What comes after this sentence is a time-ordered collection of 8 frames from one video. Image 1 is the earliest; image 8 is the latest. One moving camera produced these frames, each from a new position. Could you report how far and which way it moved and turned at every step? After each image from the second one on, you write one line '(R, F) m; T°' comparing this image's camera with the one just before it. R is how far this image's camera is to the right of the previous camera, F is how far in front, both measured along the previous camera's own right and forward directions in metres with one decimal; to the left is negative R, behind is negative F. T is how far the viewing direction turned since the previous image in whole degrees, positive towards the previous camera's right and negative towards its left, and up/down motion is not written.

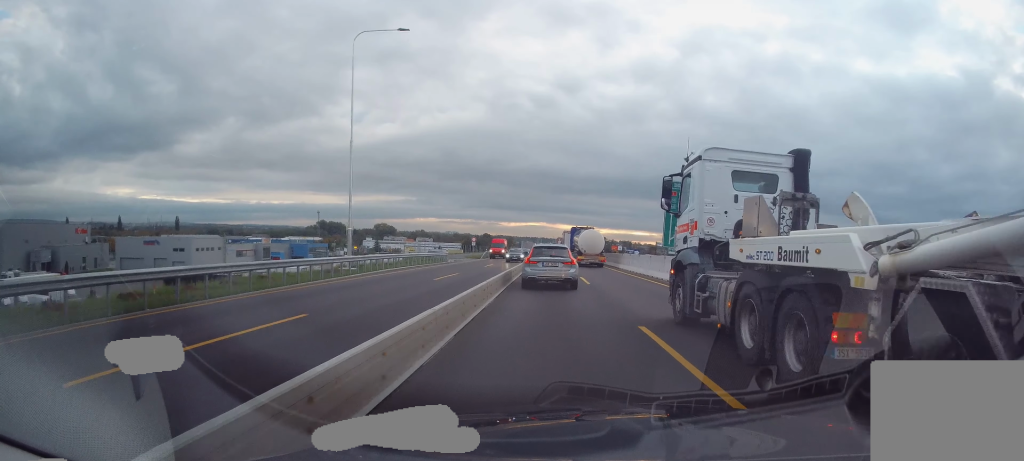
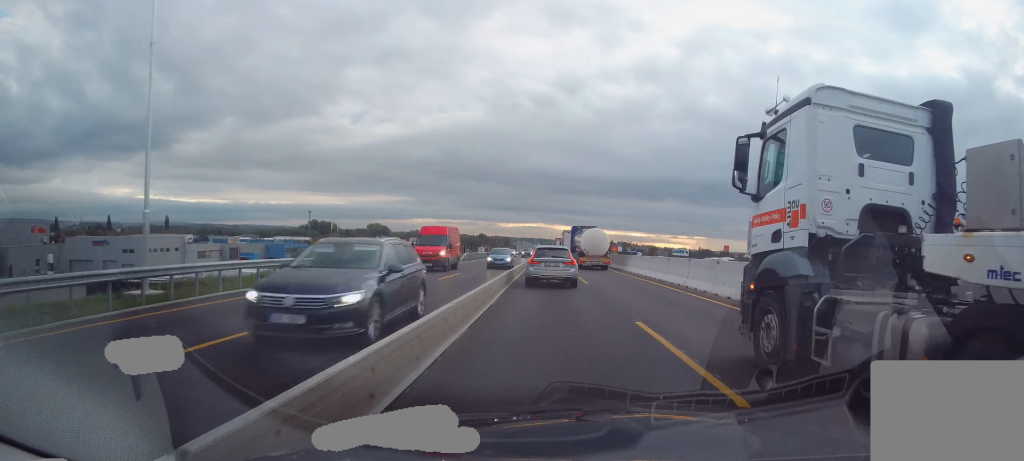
(+0.7, +17.0) m; +2°
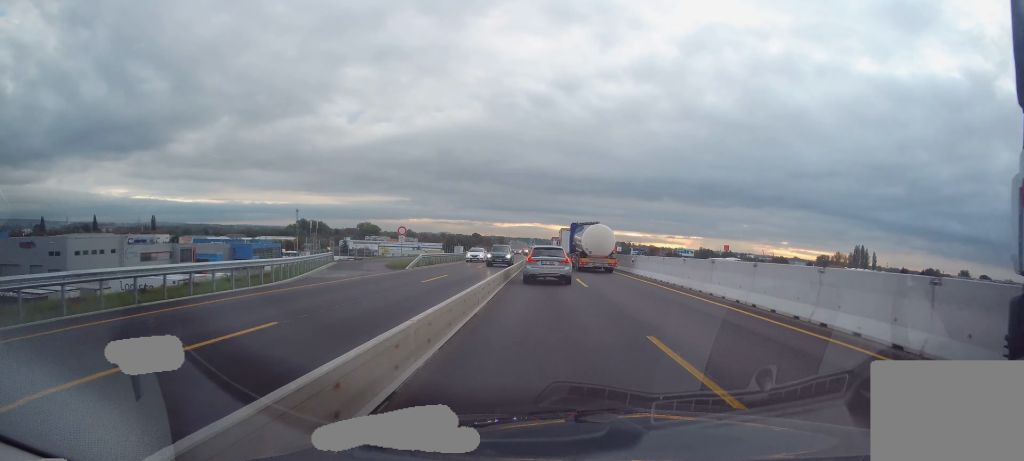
(-0.6, +20.0) m; -1°
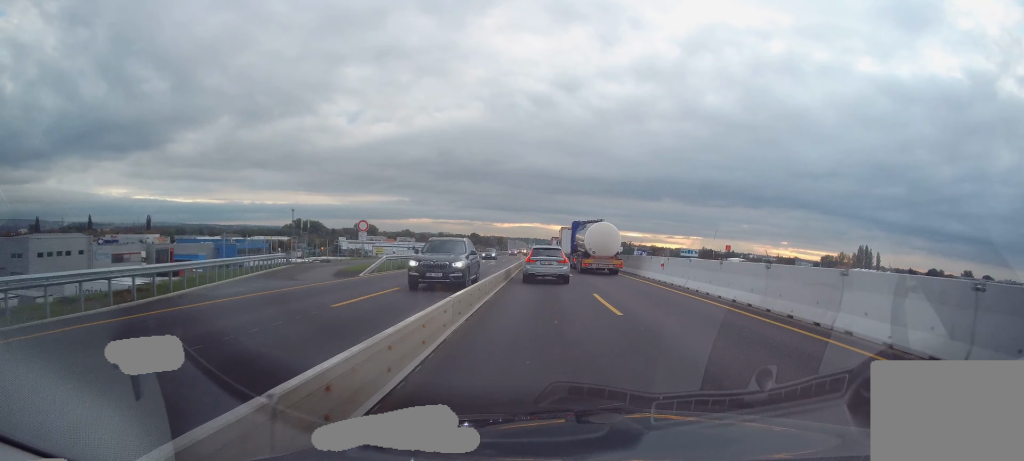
(+0.1, +9.1) m; +1°
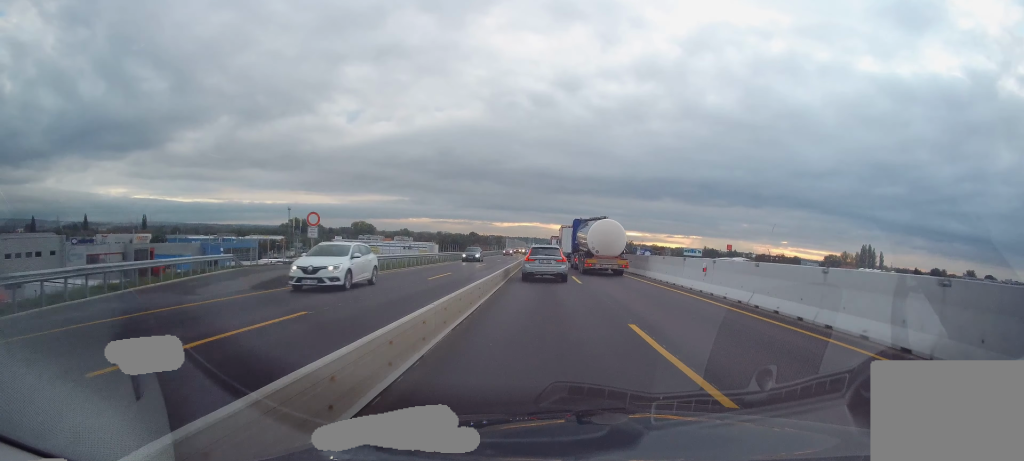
(+0.1, +6.9) m; +1°
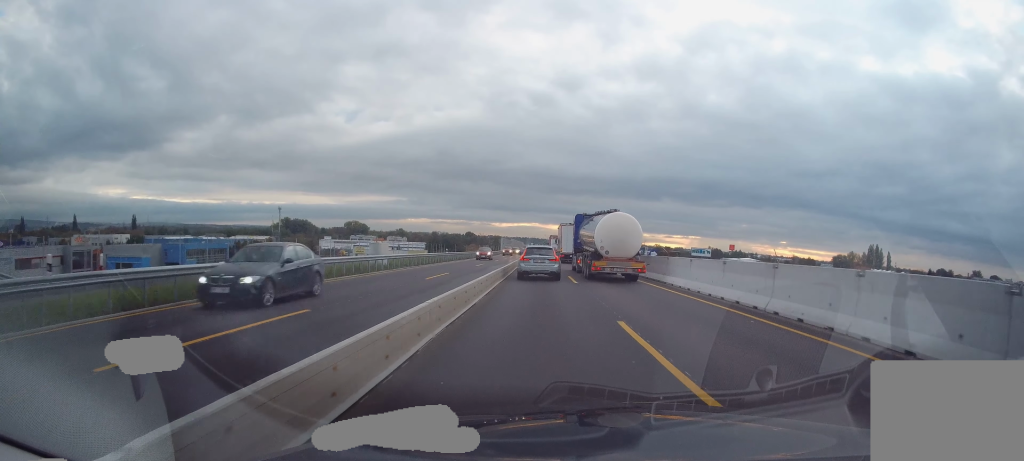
(-0.1, +17.6) m; -2°
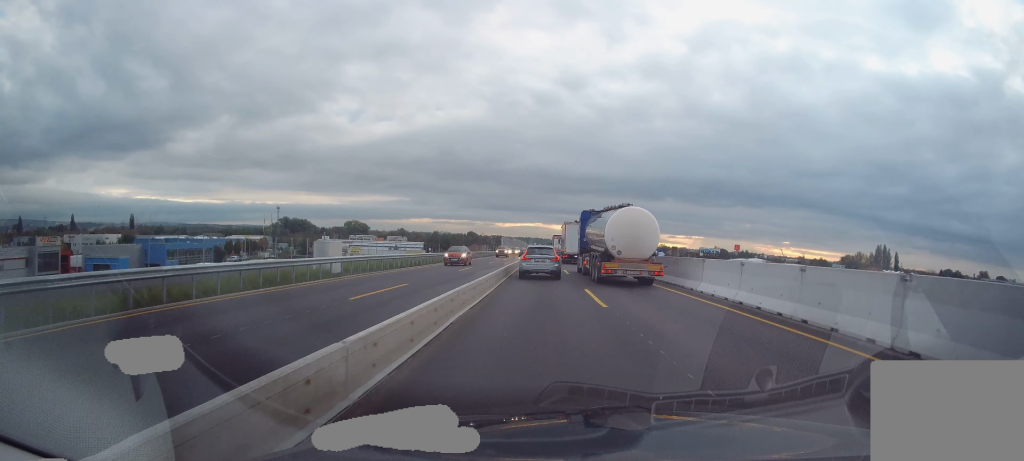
(-0.3, +9.6) m; 0°
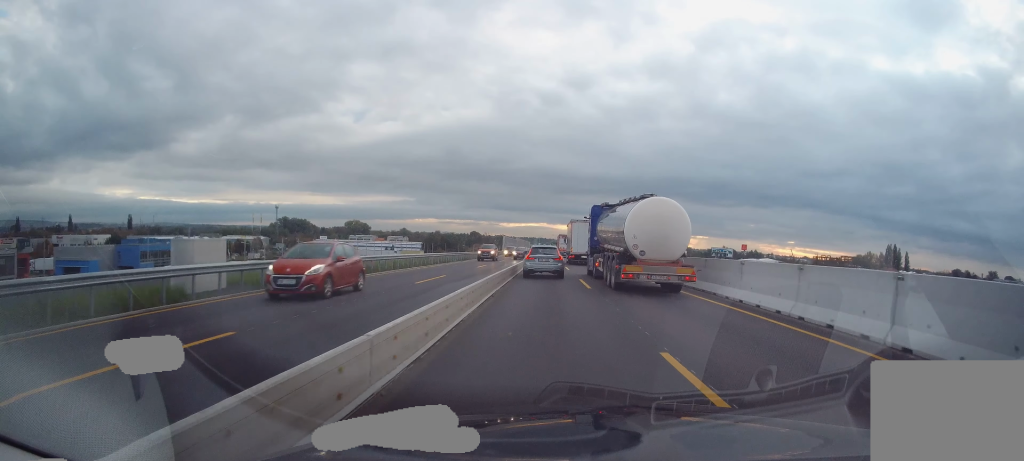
(+0.1, +11.6) m; 0°
